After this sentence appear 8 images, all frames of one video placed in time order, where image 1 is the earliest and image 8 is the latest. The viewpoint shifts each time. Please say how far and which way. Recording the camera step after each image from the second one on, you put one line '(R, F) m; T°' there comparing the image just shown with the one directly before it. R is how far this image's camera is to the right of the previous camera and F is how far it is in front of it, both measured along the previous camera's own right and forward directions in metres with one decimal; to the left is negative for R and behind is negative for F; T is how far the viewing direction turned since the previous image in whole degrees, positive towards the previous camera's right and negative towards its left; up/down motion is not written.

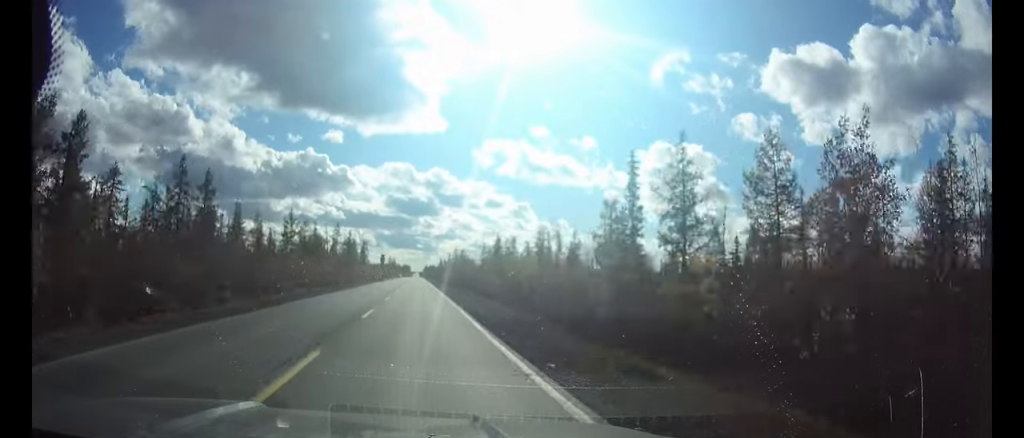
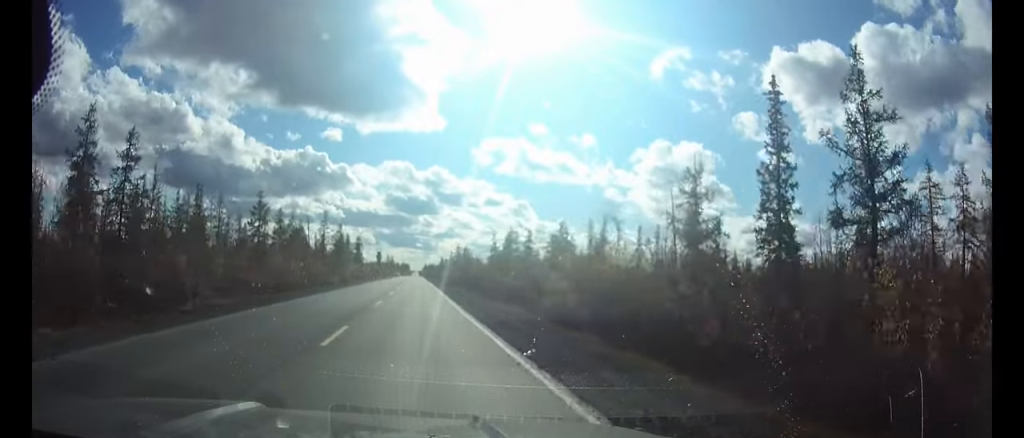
(0.0, +18.9) m; 0°
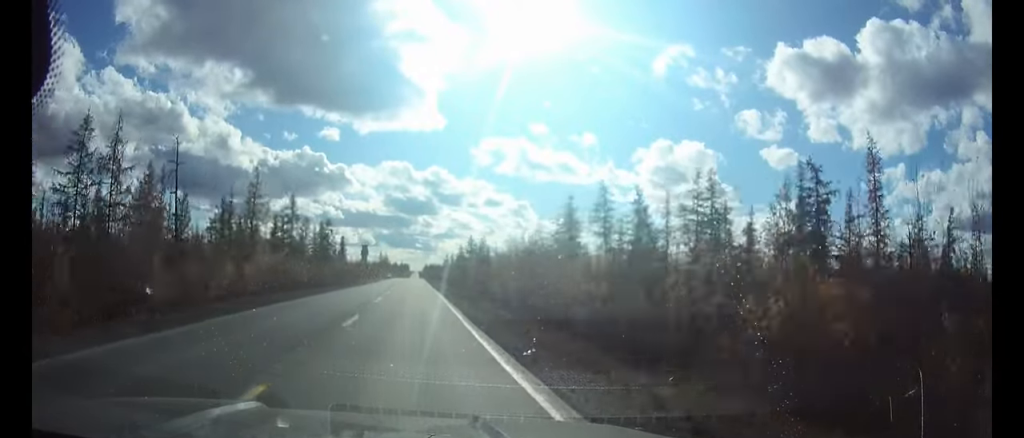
(0.0, +54.8) m; 0°
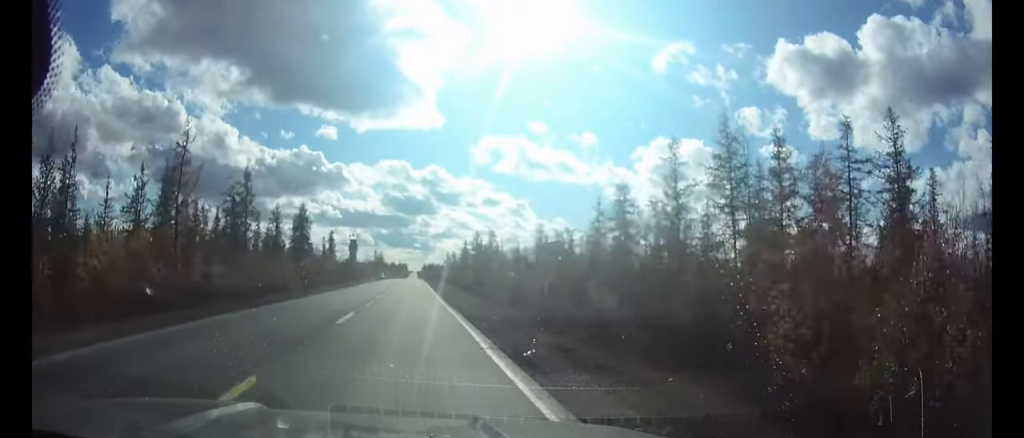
(0.0, +23.3) m; 0°
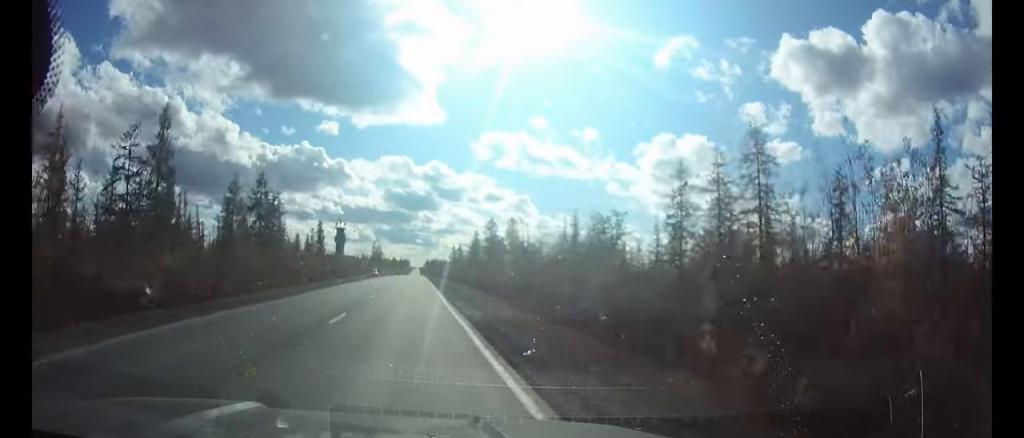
(0.0, +24.4) m; 0°
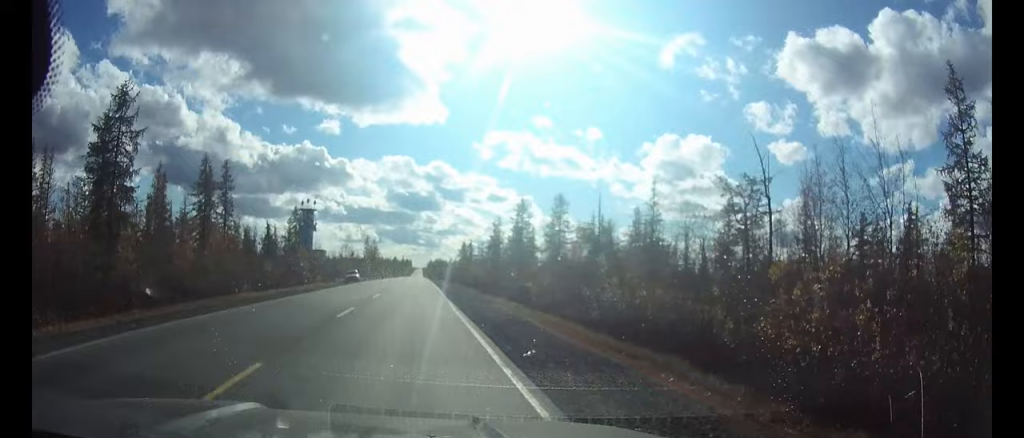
(-0.1, +32.5) m; 0°
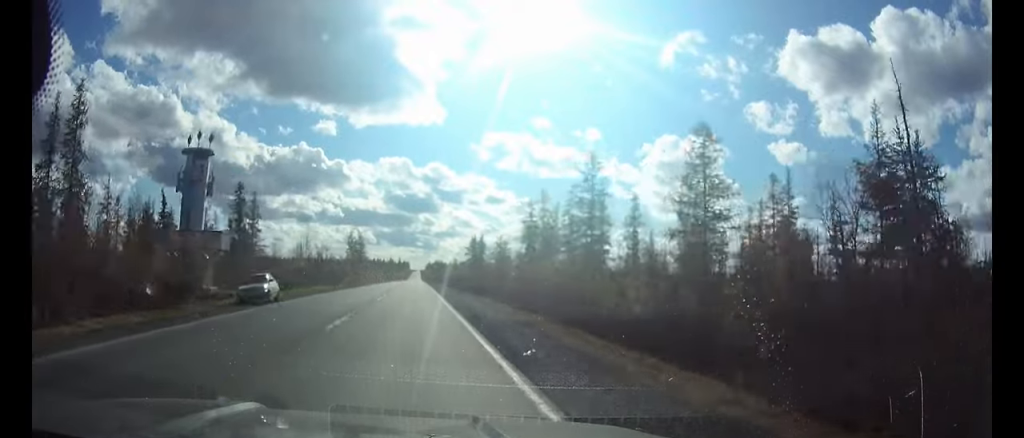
(-0.1, +37.8) m; 0°
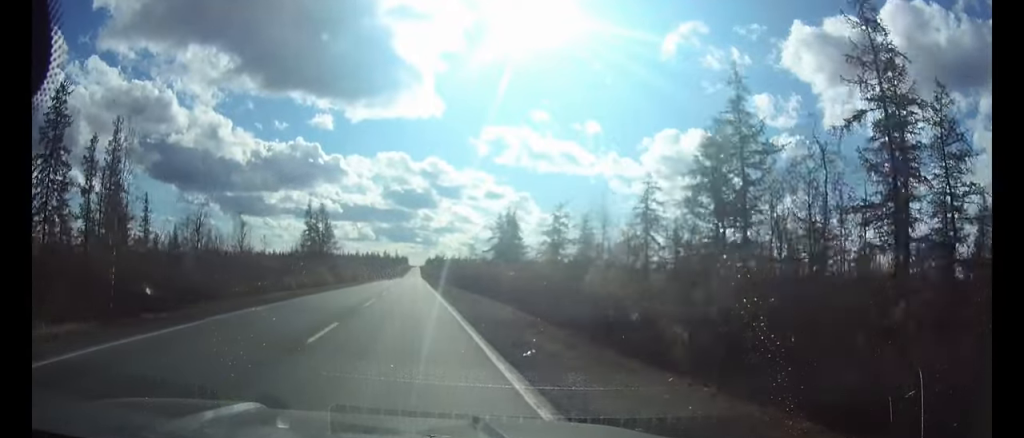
(+0.1, +49.3) m; 0°
